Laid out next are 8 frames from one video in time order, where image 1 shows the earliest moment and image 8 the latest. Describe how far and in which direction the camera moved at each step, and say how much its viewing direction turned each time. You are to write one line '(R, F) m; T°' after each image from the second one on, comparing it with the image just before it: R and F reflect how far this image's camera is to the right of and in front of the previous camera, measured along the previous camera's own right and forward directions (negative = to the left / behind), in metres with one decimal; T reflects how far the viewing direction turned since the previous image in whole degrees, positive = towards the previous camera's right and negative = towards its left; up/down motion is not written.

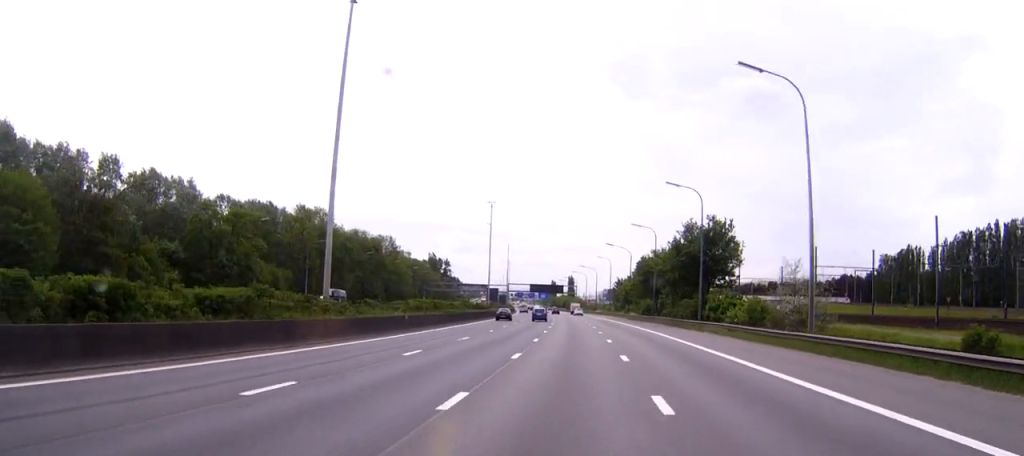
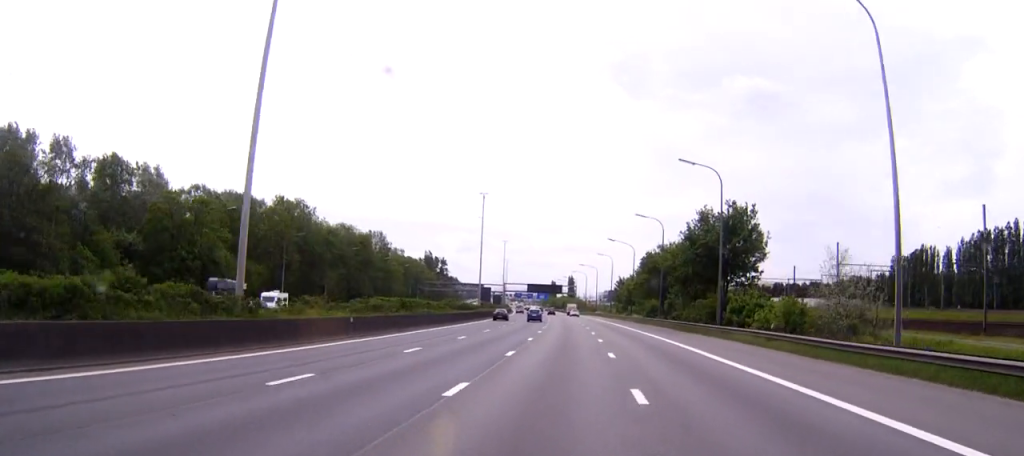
(0.0, +12.1) m; 0°
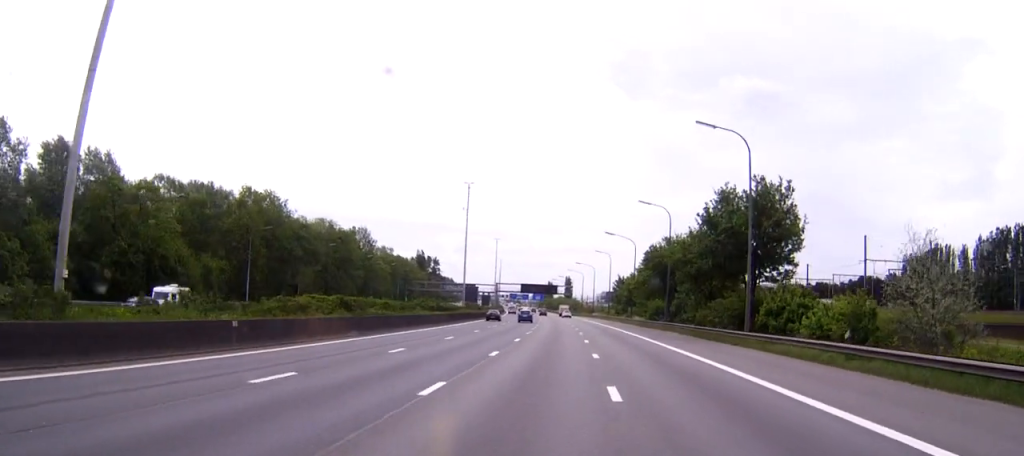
(+0.1, +14.7) m; 0°
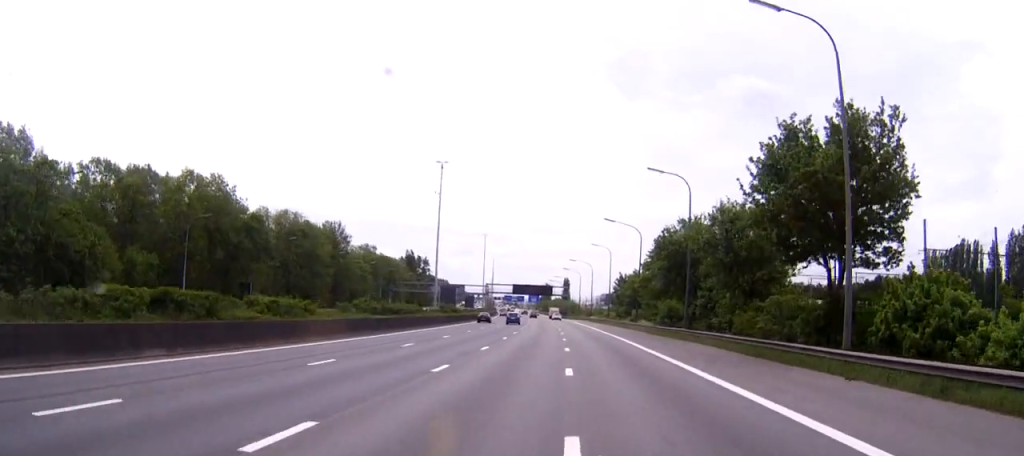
(-0.1, +21.4) m; -1°
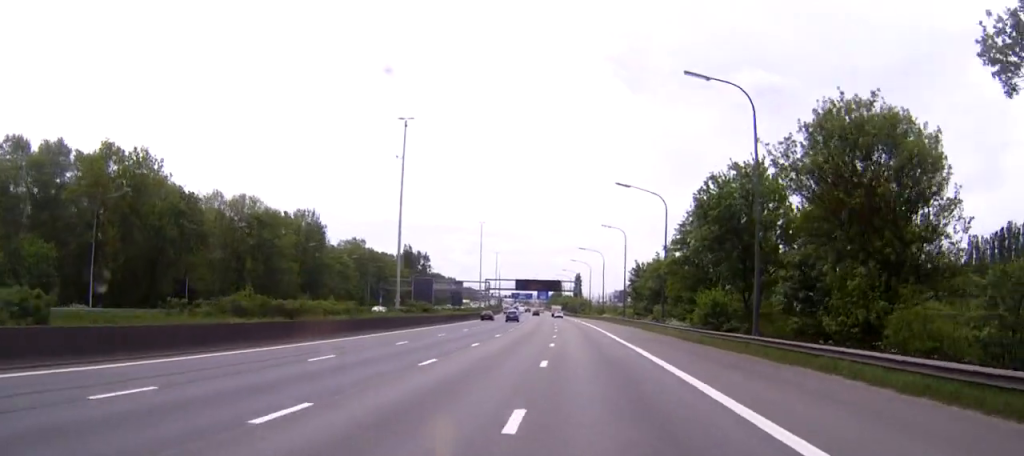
(-0.4, +24.7) m; -1°
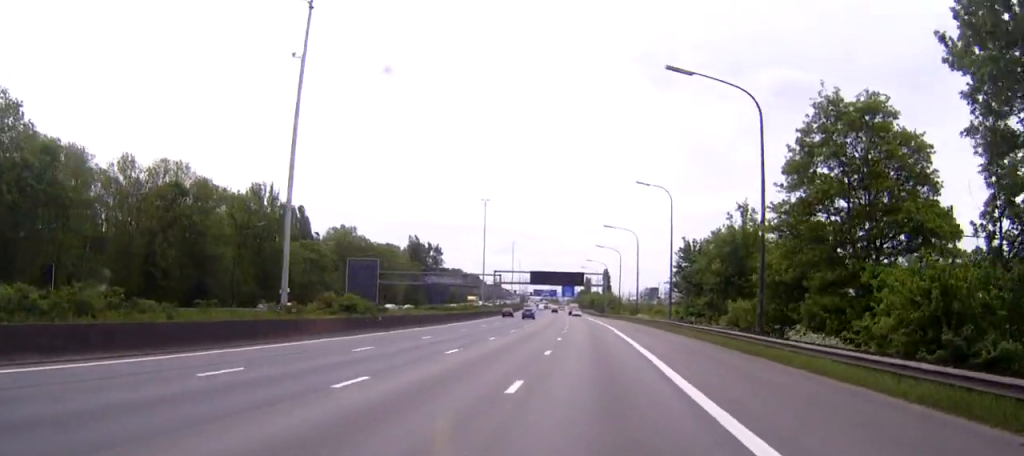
(-0.3, +34.9) m; -1°
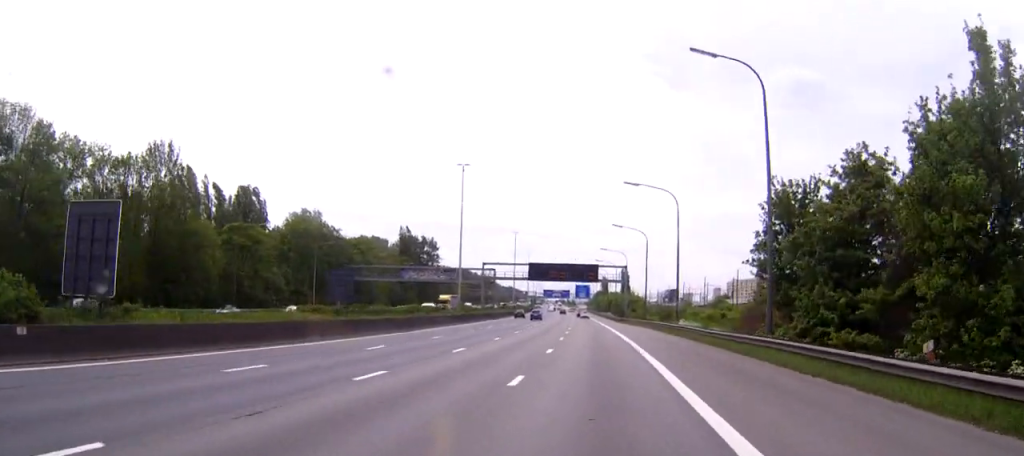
(0.0, +38.3) m; 0°
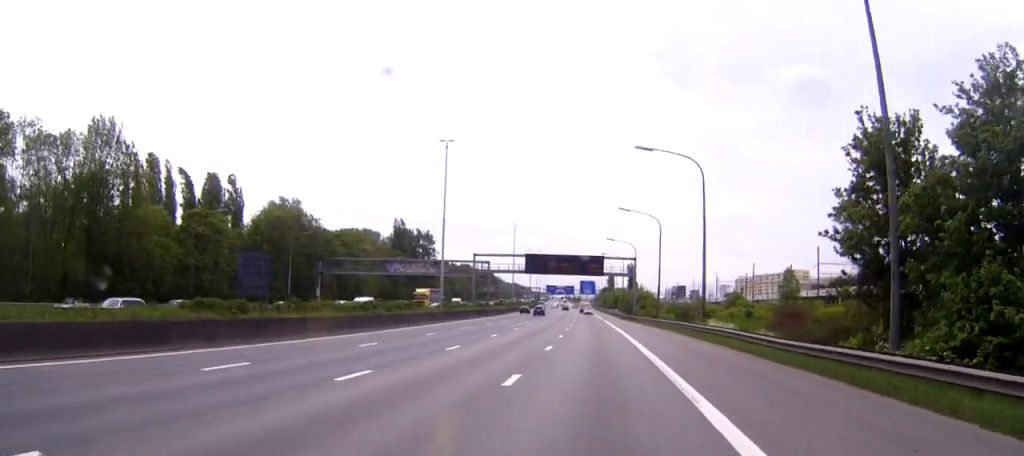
(0.0, +15.0) m; -1°
